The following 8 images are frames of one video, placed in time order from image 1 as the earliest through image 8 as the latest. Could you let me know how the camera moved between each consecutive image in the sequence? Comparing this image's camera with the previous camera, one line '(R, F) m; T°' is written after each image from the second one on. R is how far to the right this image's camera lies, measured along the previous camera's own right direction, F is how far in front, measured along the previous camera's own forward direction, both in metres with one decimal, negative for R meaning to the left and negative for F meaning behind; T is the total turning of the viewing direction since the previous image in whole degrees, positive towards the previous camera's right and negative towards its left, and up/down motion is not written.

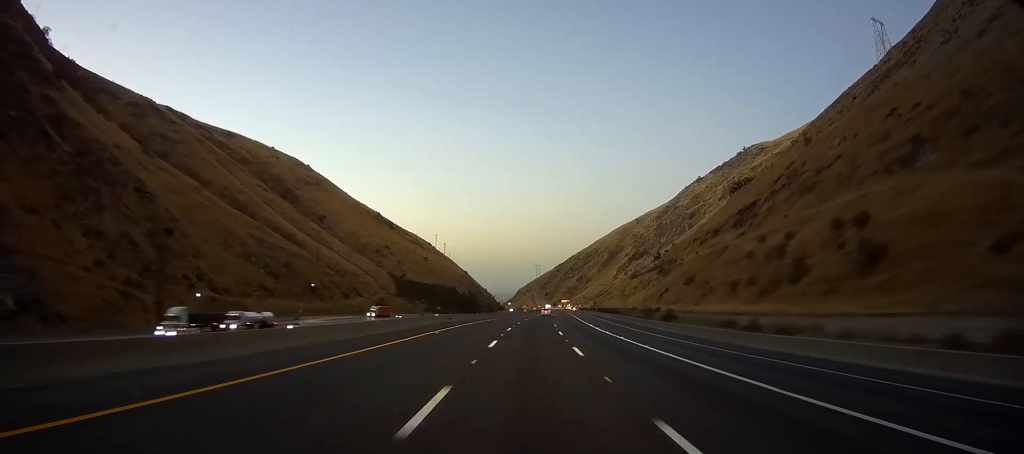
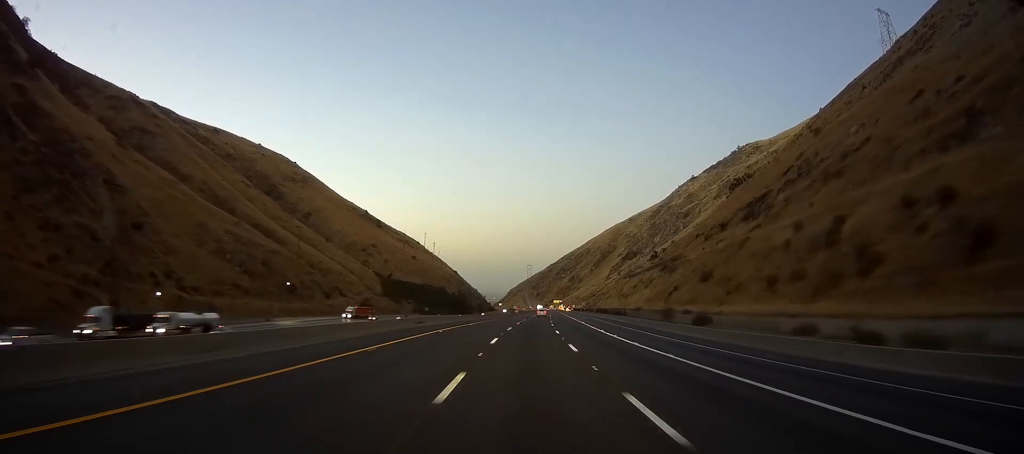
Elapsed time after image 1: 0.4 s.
(+0.3, +12.3) m; 0°
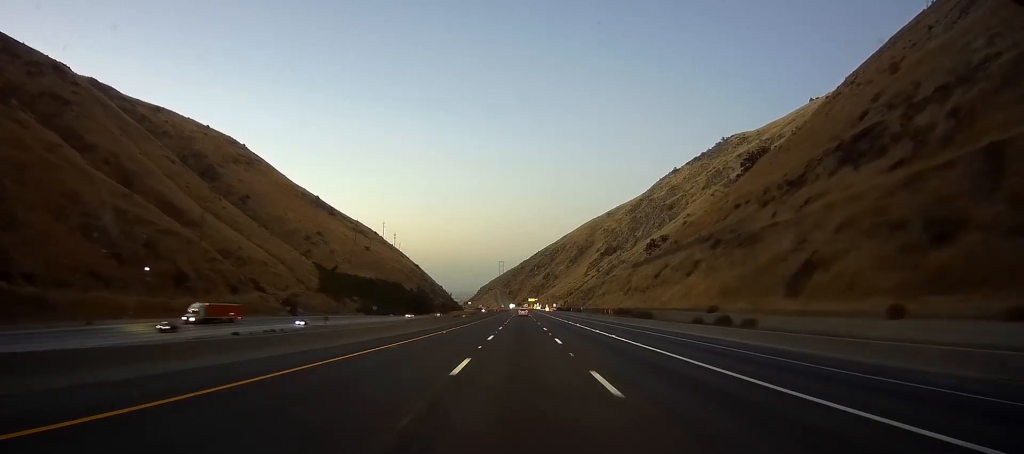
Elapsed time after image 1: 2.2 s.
(-0.2, +54.7) m; 0°
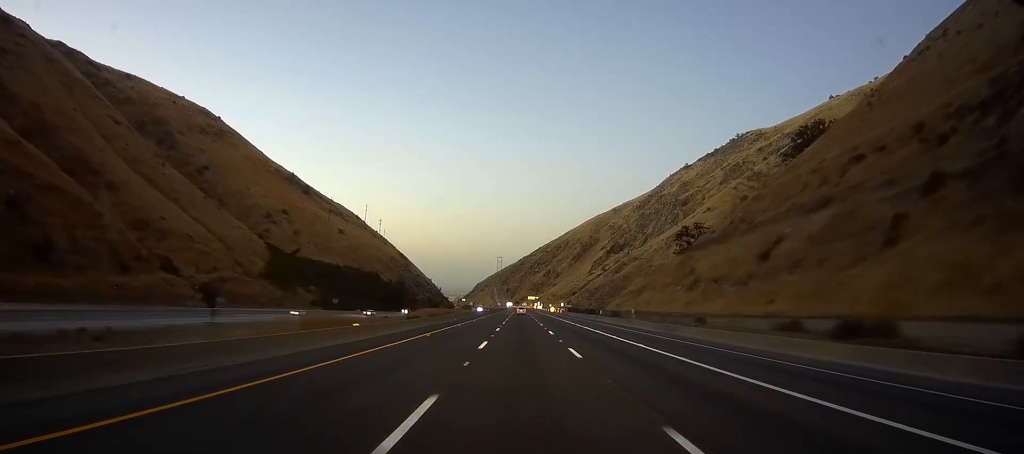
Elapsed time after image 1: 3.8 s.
(+0.7, +51.4) m; +2°
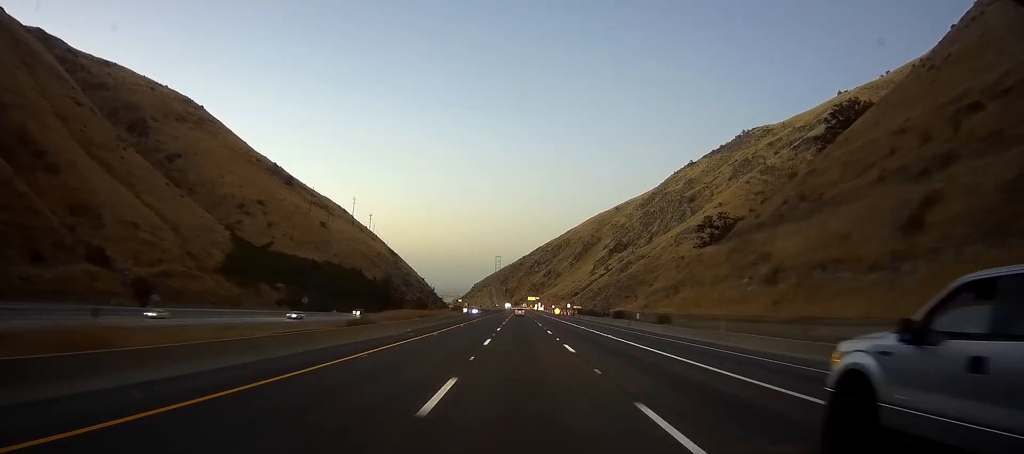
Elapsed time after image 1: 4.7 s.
(+0.7, +27.3) m; 0°
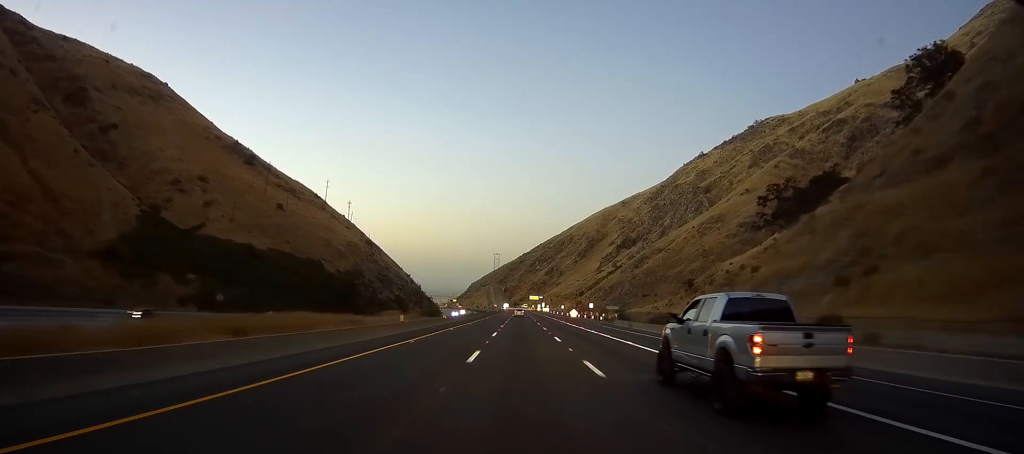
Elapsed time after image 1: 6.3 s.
(-1.1, +51.0) m; -2°
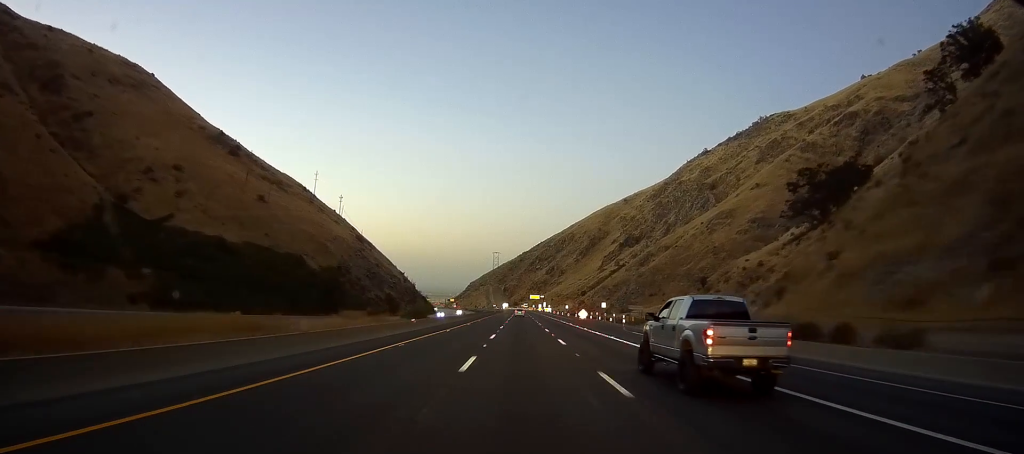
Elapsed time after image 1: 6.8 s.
(0.0, +17.2) m; 0°
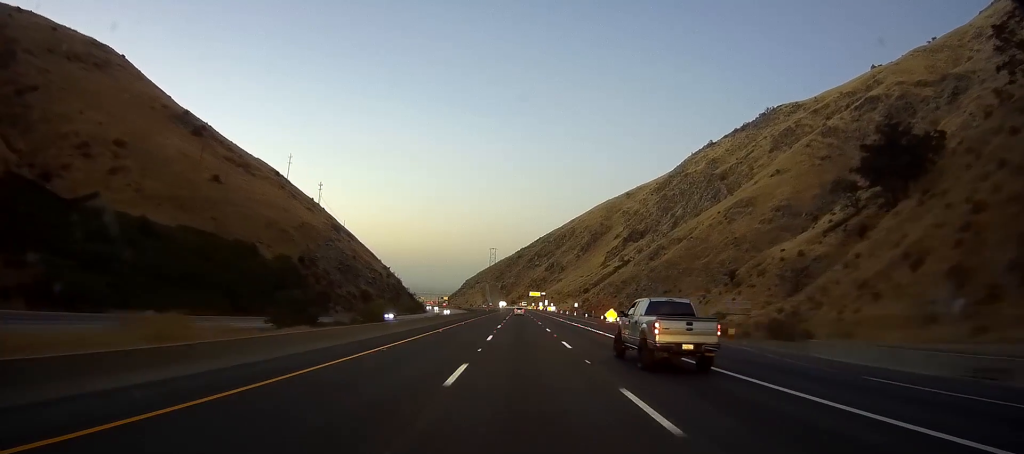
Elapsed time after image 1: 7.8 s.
(+0.1, +32.4) m; +1°
